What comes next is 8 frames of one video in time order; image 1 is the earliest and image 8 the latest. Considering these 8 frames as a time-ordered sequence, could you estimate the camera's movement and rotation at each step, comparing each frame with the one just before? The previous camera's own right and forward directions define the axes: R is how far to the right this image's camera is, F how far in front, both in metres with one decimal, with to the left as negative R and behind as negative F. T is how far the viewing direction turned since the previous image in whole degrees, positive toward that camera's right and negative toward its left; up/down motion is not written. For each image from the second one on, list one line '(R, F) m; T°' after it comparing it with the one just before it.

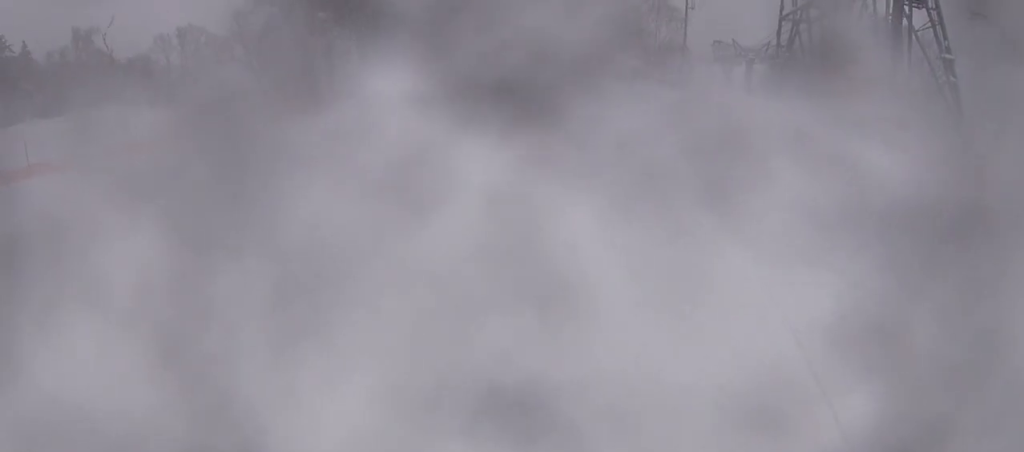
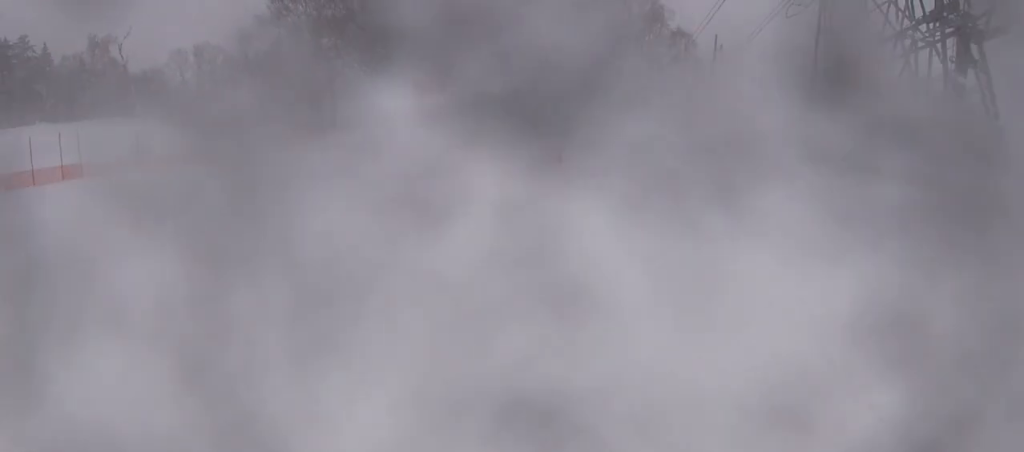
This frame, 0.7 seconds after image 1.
(-0.7, +4.2) m; 0°
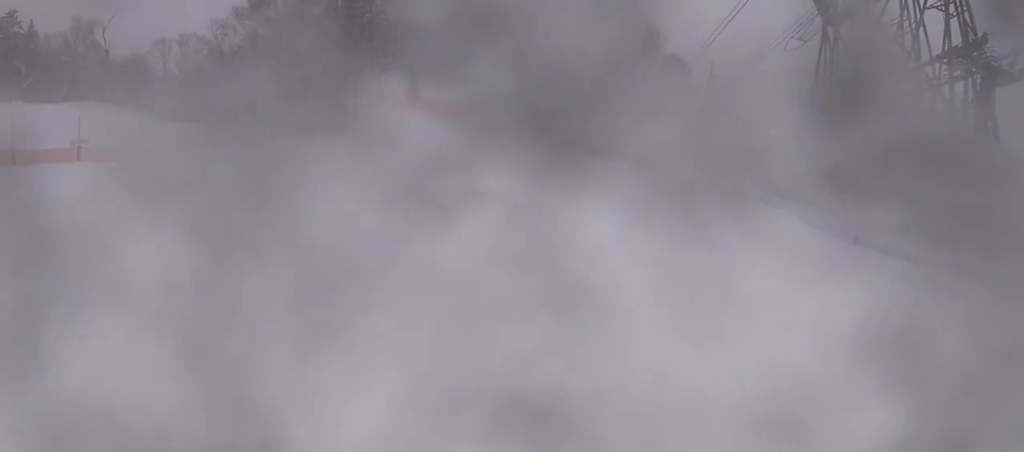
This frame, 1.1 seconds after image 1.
(+0.4, +2.7) m; +6°
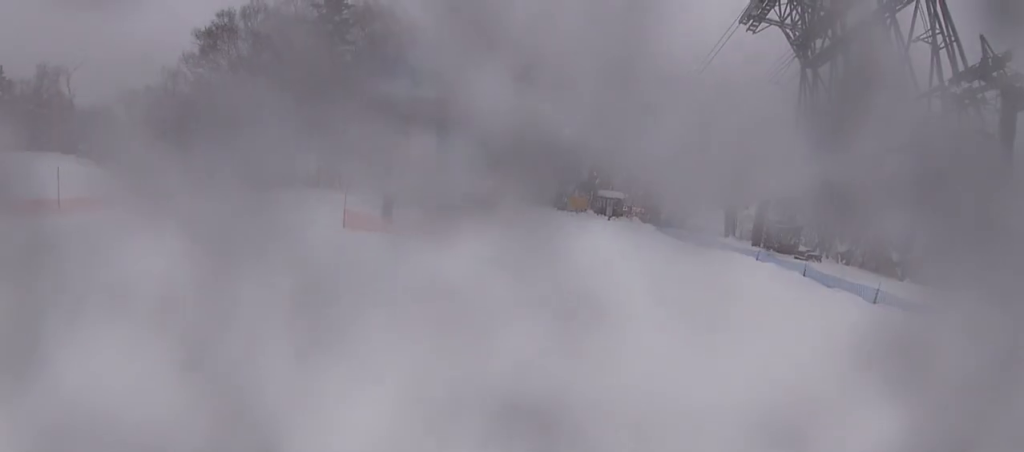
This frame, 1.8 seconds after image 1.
(+0.3, +3.9) m; +7°
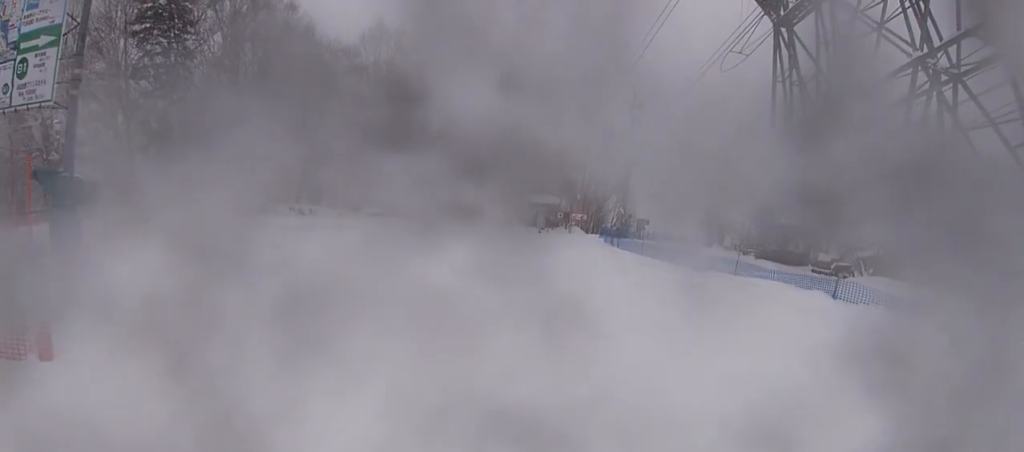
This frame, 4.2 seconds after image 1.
(-1.2, +12.5) m; -1°
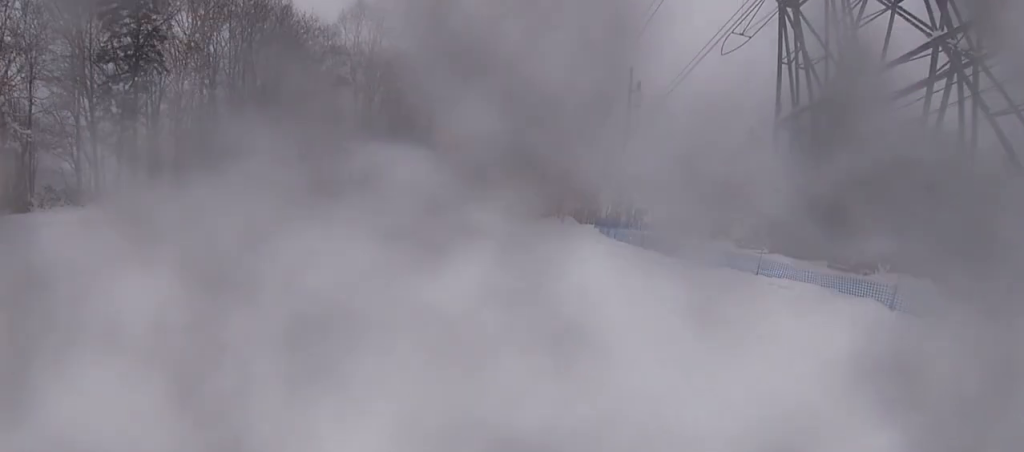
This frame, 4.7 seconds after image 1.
(+0.3, +2.5) m; +7°
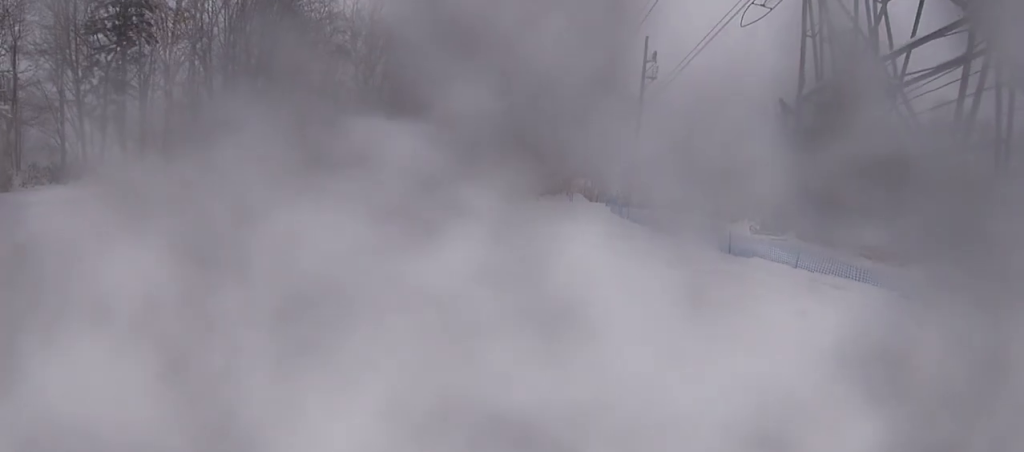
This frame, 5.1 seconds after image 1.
(0.0, +1.8) m; -5°
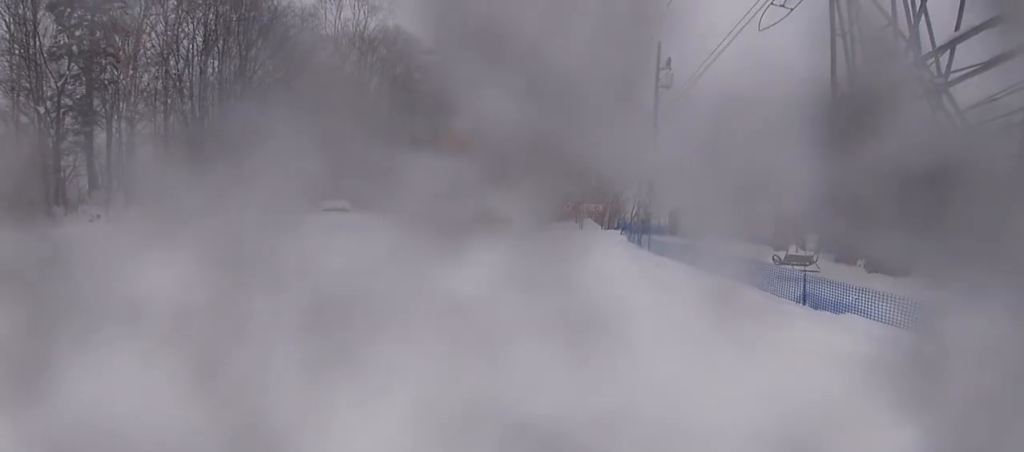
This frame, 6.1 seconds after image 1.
(-0.4, +4.3) m; -15°
